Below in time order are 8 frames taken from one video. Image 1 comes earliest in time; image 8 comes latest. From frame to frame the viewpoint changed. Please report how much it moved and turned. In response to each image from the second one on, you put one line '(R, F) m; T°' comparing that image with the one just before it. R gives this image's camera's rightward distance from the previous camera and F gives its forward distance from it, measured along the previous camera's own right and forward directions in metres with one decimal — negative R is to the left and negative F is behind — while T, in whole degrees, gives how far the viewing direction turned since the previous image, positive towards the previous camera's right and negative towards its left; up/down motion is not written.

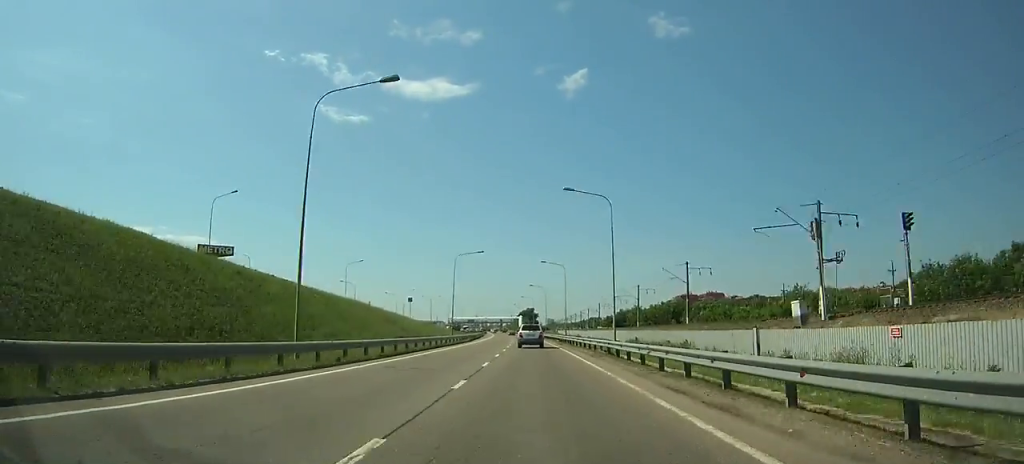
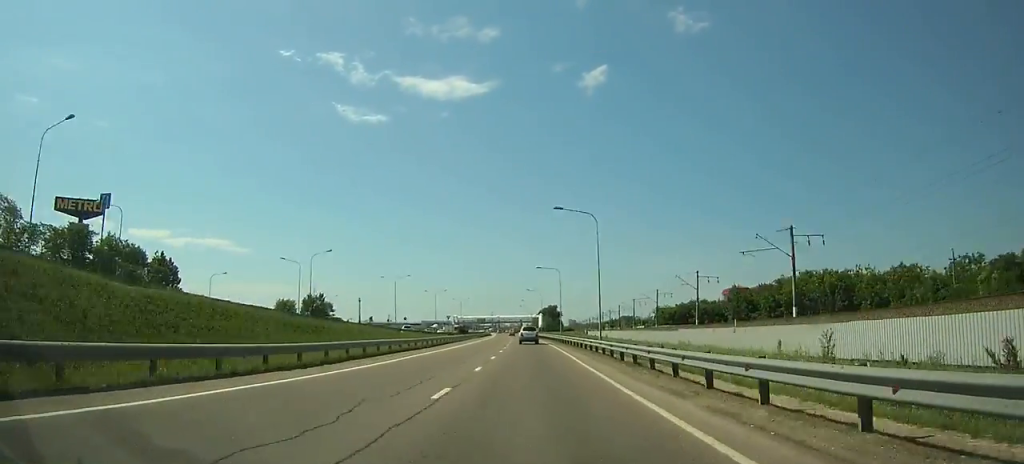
(-1.5, +77.0) m; -2°
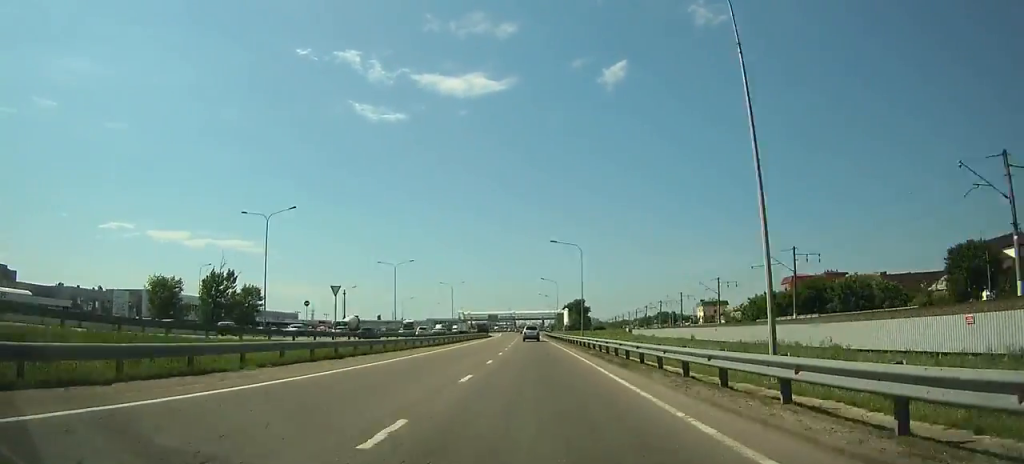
(-1.3, +68.2) m; -2°
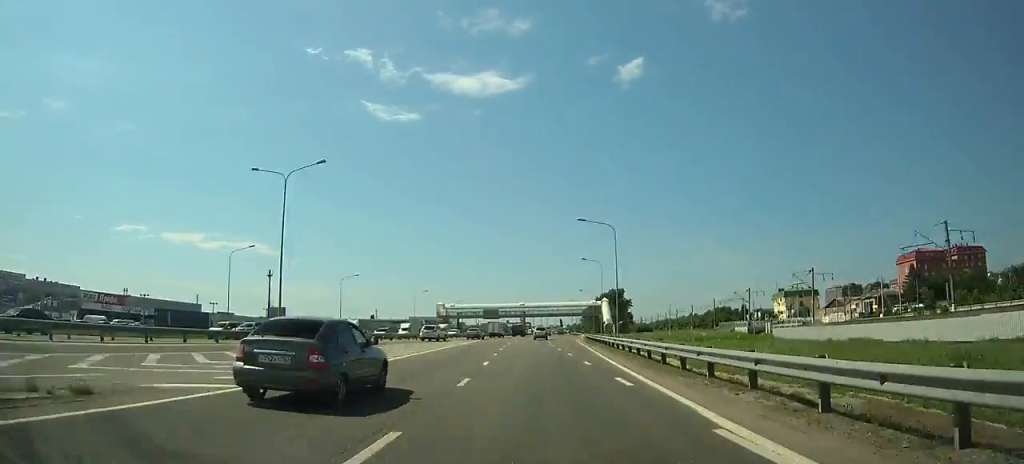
(-1.4, +101.9) m; -1°
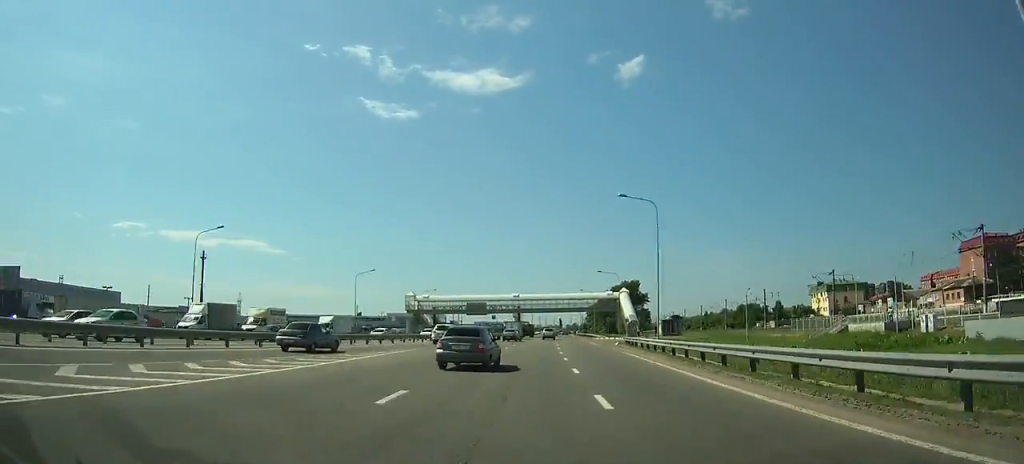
(-0.2, +44.9) m; 0°
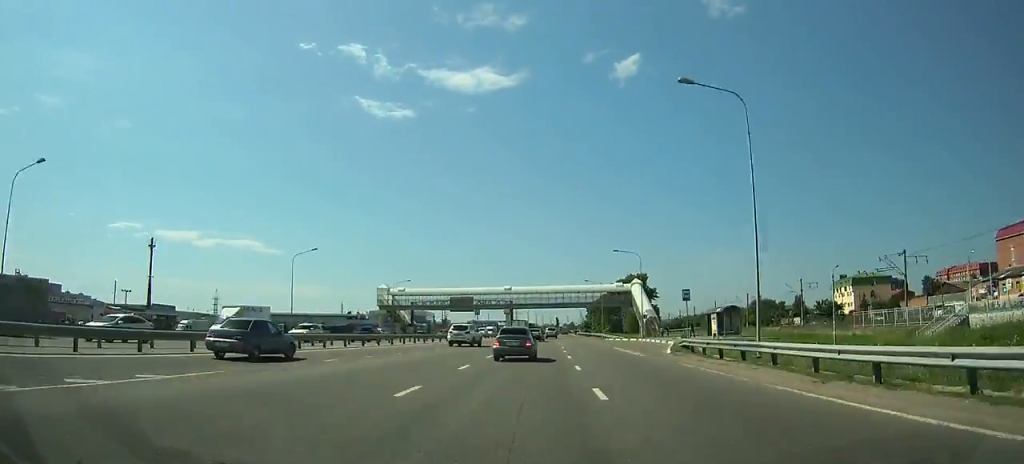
(+0.2, +23.2) m; 0°
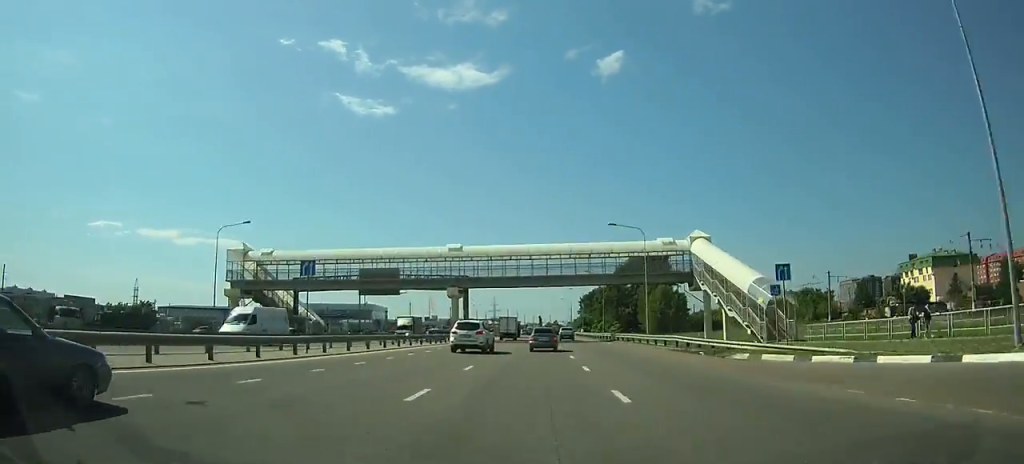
(+0.7, +56.3) m; +1°
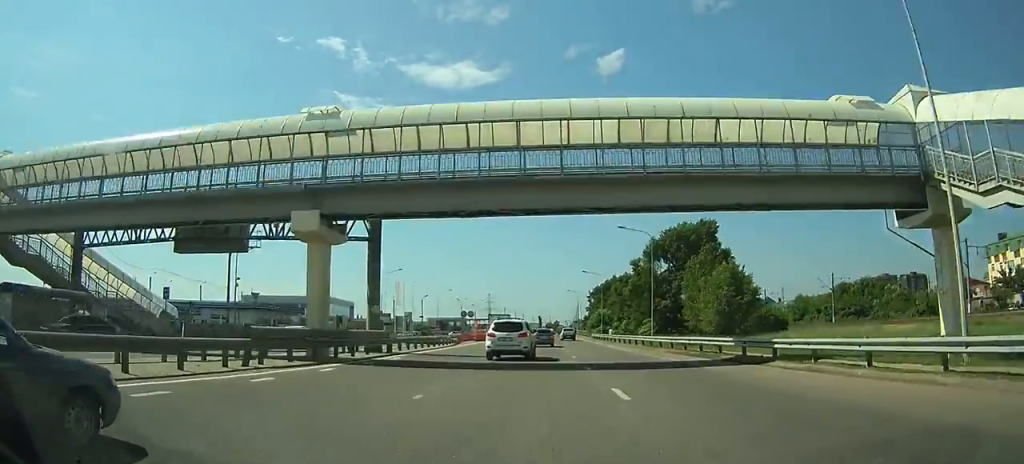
(+0.2, +39.5) m; 0°
